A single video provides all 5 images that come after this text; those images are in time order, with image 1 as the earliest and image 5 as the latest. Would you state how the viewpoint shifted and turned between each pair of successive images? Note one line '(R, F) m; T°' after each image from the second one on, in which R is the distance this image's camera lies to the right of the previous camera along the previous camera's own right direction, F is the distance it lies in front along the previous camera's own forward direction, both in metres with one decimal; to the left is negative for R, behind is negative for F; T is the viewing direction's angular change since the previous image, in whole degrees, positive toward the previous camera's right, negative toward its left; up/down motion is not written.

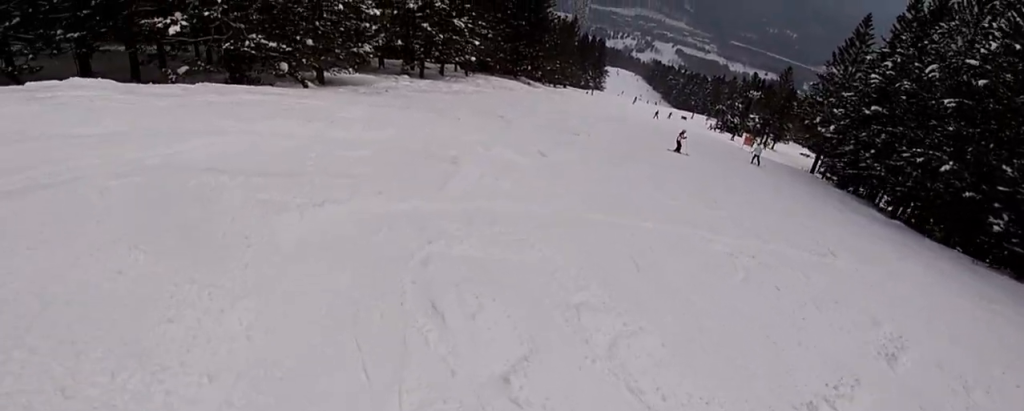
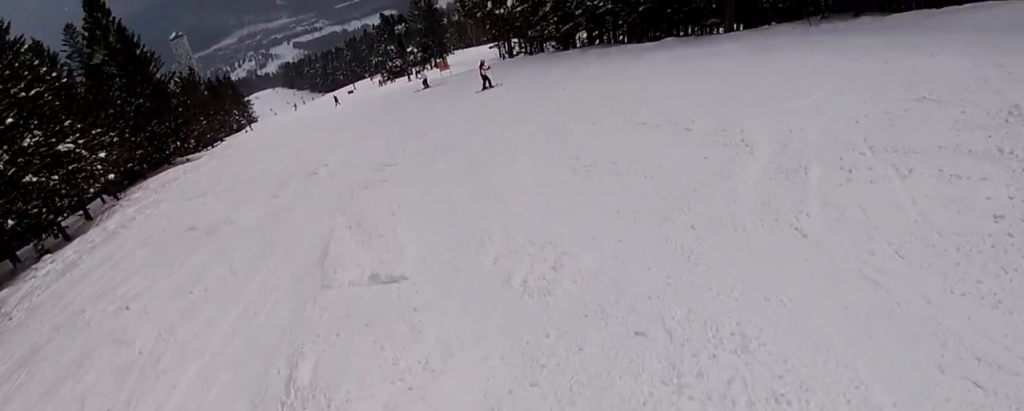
(-2.6, +8.2) m; -11°
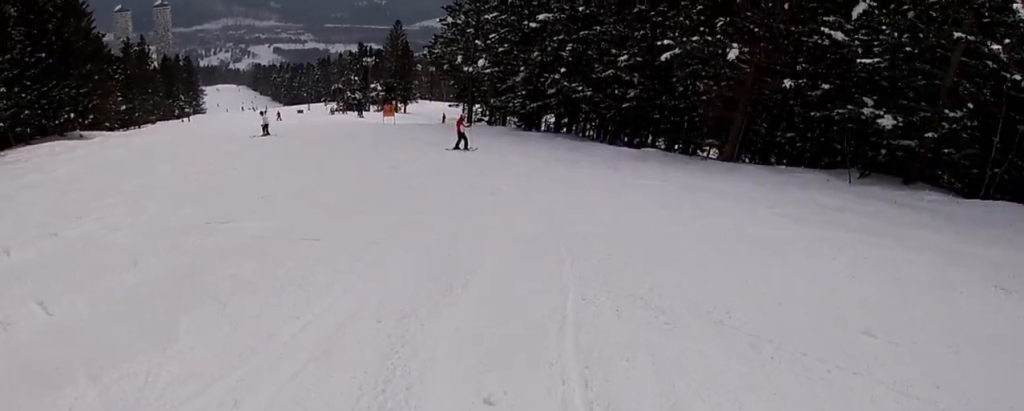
(+0.6, +6.8) m; +15°
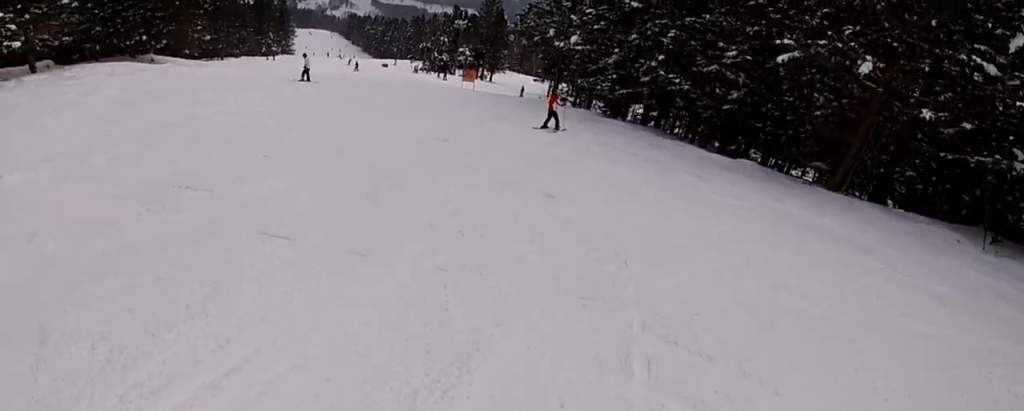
(+0.3, +2.3) m; +1°
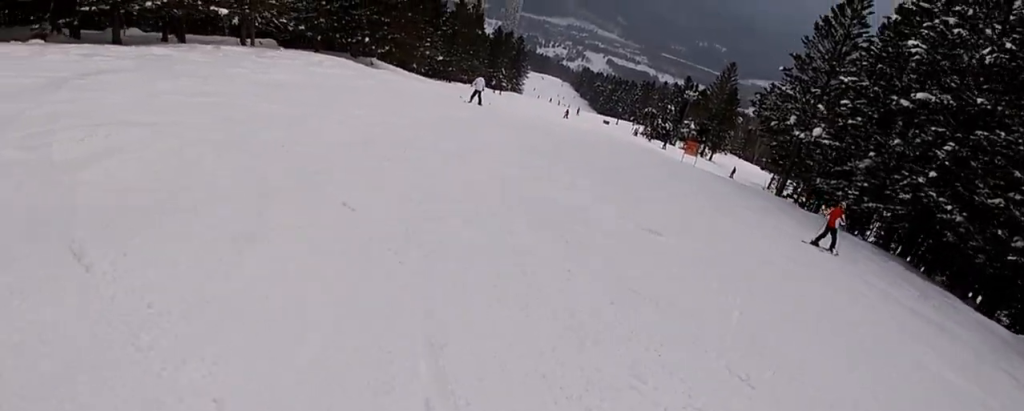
(+0.5, +4.1) m; -2°
